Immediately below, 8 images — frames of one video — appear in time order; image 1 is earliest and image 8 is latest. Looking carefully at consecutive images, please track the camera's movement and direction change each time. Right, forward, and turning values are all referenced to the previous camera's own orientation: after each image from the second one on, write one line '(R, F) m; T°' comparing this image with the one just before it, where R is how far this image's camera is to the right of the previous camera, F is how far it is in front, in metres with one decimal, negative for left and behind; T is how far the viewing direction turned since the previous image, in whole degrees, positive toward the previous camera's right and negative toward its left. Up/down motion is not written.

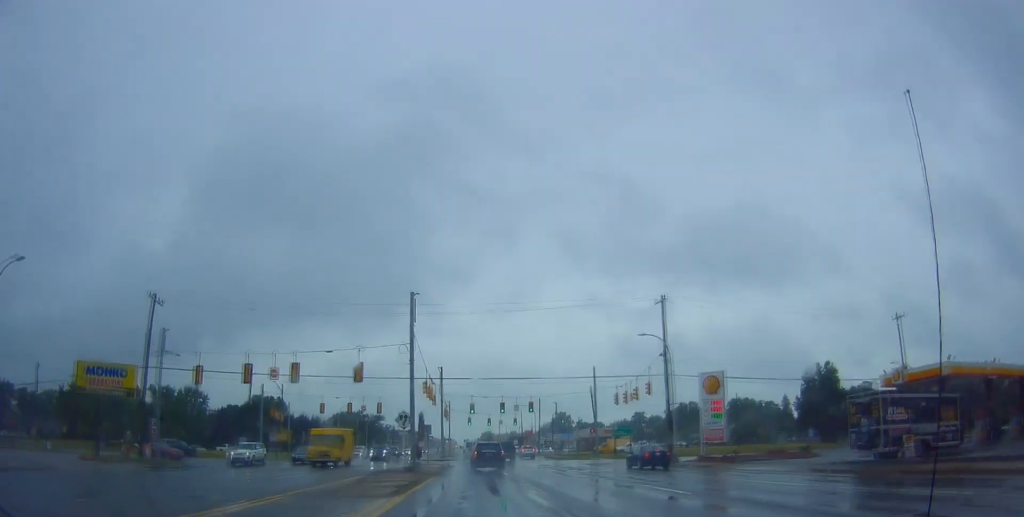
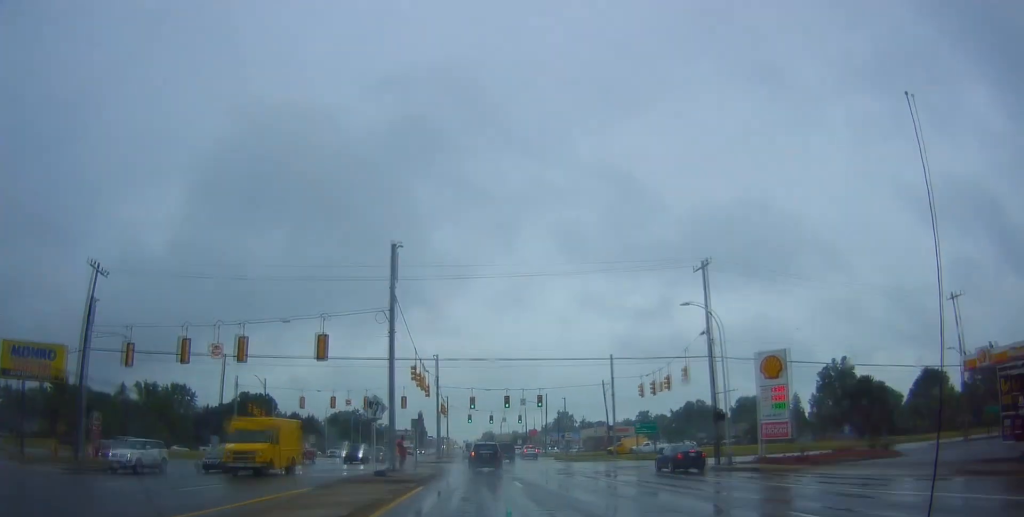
(+0.1, +9.1) m; 0°
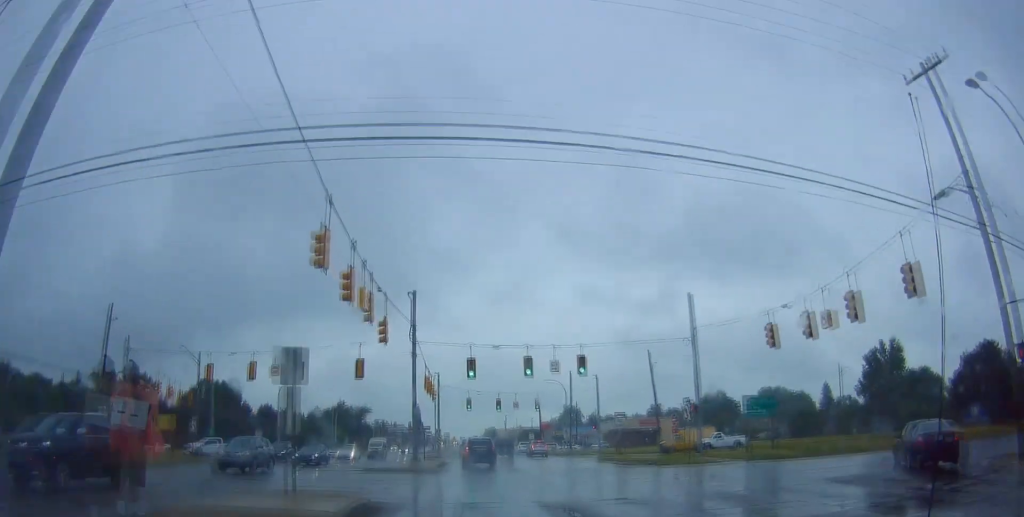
(0.0, +24.3) m; +1°
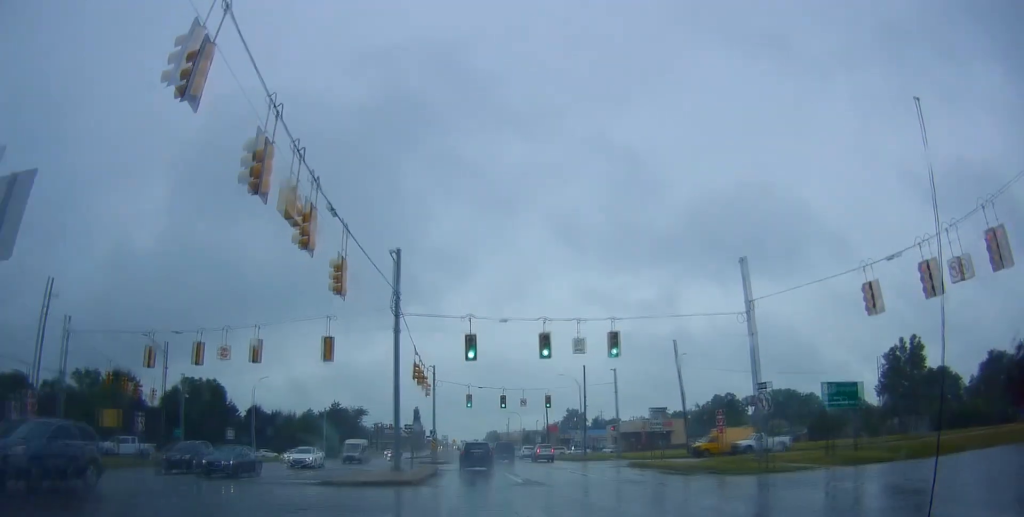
(+0.1, +8.8) m; 0°
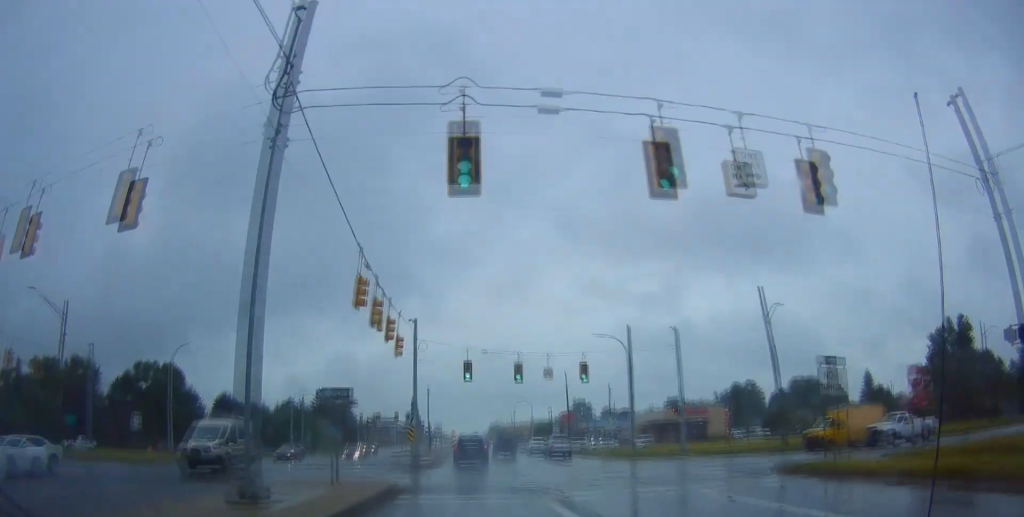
(-0.3, +19.5) m; -1°
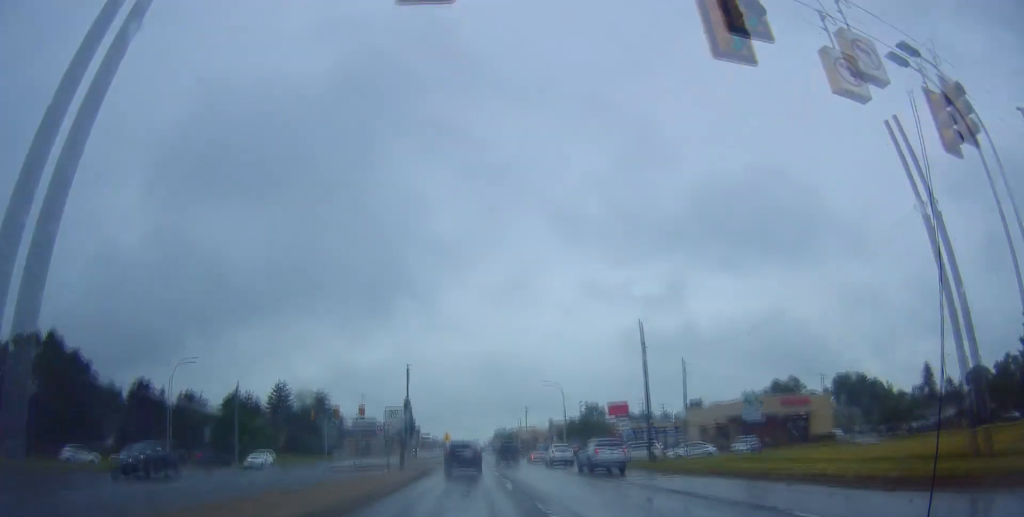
(+0.5, +35.5) m; +1°
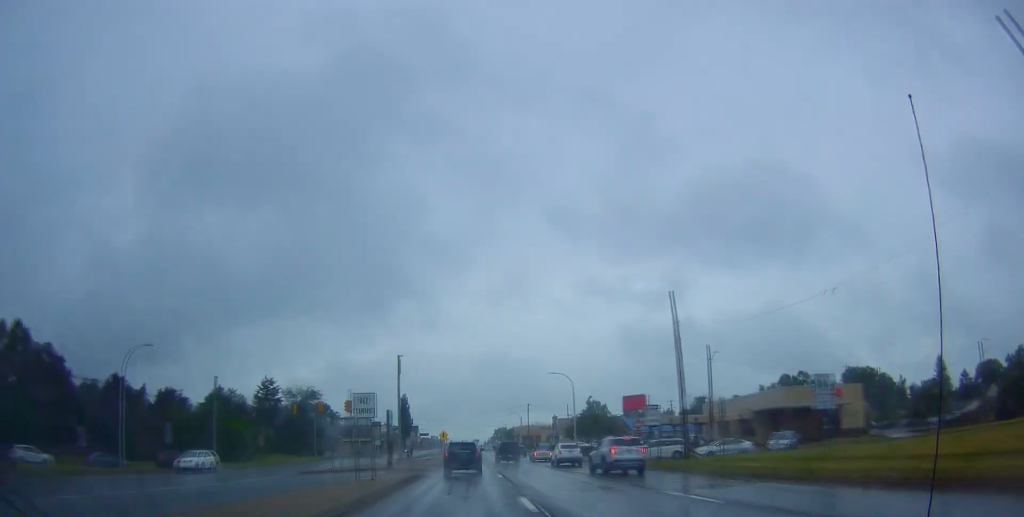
(+0.1, +7.5) m; -1°
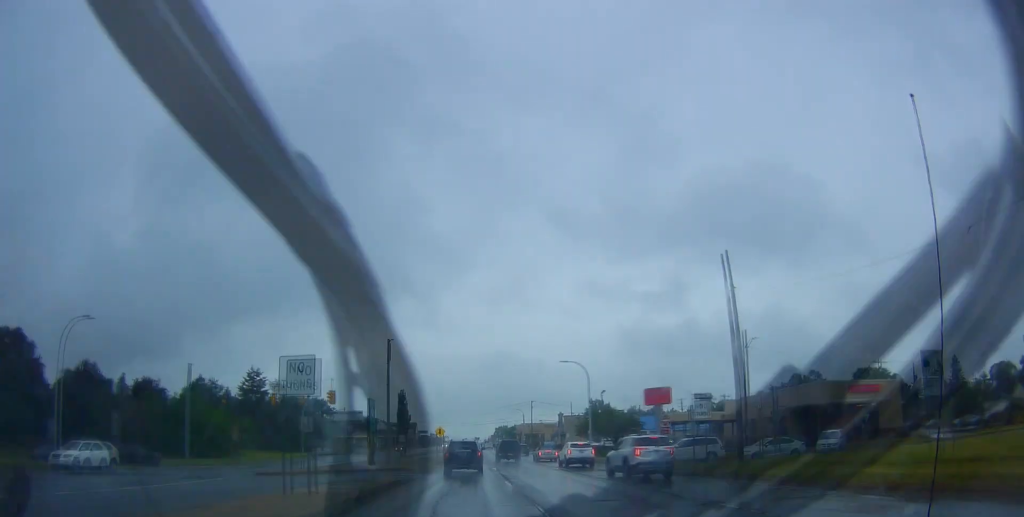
(-0.2, +8.1) m; 0°
